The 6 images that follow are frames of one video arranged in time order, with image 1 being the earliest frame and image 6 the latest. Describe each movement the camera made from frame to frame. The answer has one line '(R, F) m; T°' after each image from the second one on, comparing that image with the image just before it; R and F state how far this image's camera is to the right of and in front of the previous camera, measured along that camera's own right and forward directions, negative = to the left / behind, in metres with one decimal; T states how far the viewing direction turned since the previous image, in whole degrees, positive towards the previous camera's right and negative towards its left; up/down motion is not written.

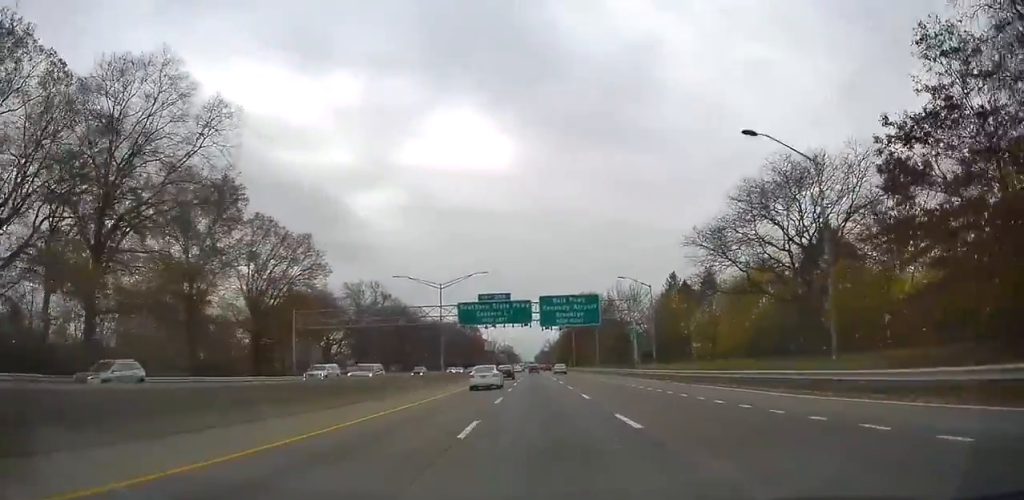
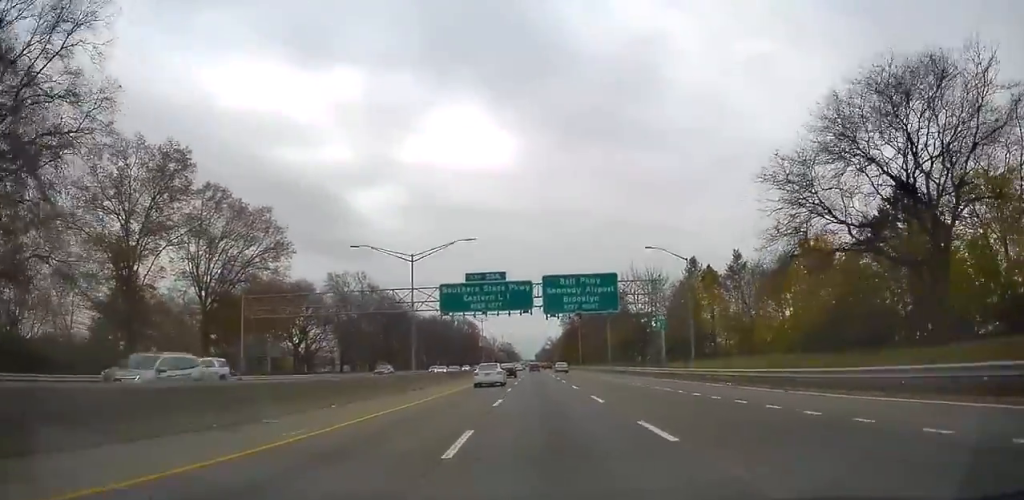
(-0.2, +12.8) m; 0°
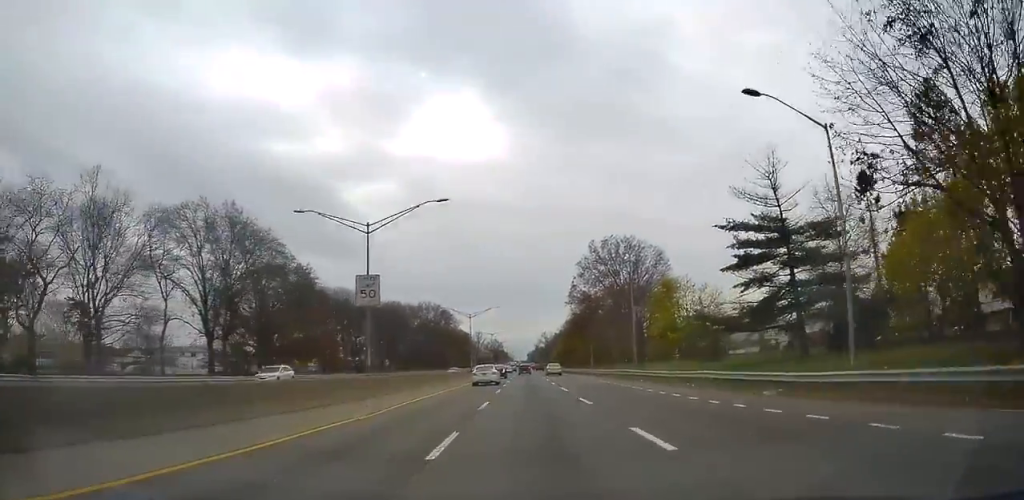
(+0.7, +61.0) m; +1°
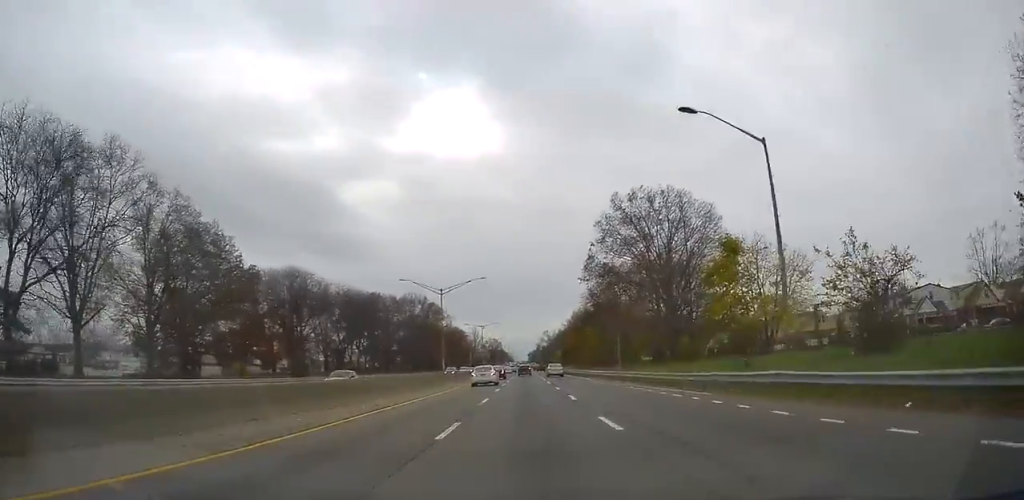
(0.0, +27.4) m; 0°
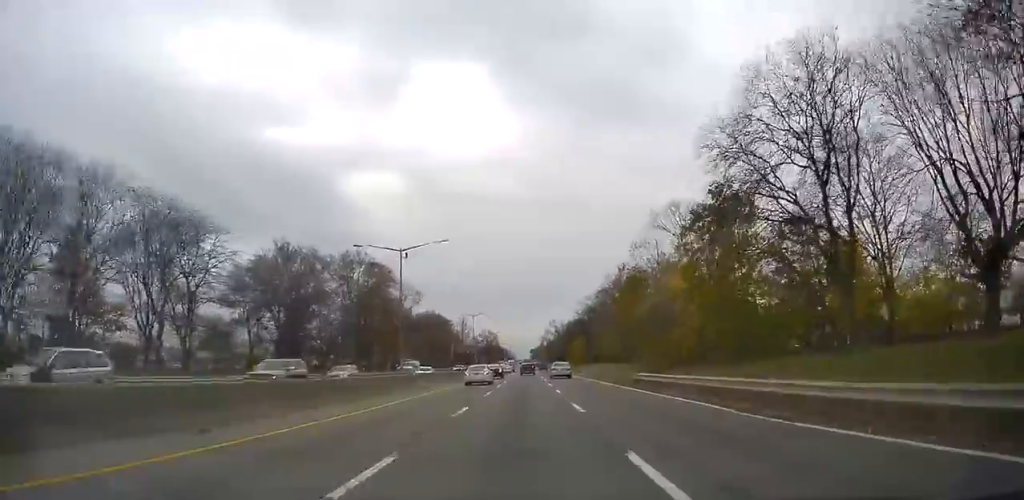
(0.0, +66.5) m; 0°
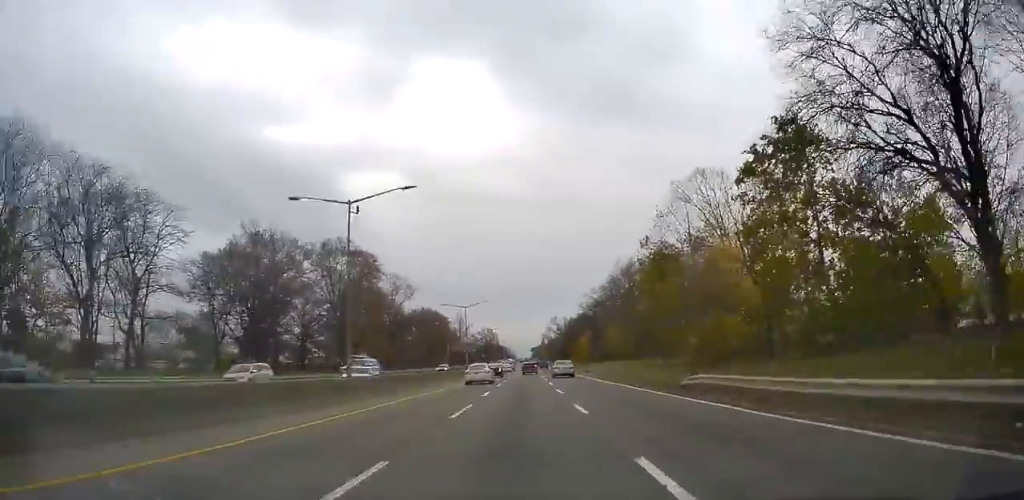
(0.0, +11.1) m; 0°
